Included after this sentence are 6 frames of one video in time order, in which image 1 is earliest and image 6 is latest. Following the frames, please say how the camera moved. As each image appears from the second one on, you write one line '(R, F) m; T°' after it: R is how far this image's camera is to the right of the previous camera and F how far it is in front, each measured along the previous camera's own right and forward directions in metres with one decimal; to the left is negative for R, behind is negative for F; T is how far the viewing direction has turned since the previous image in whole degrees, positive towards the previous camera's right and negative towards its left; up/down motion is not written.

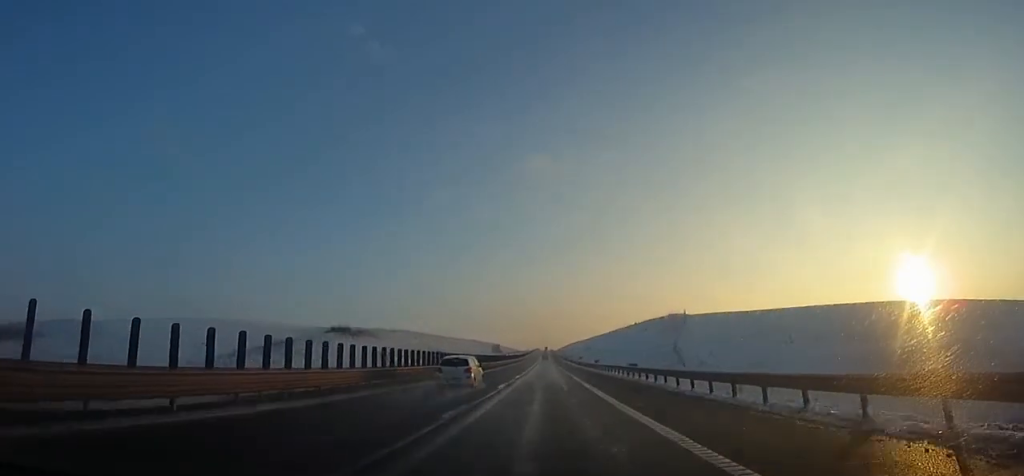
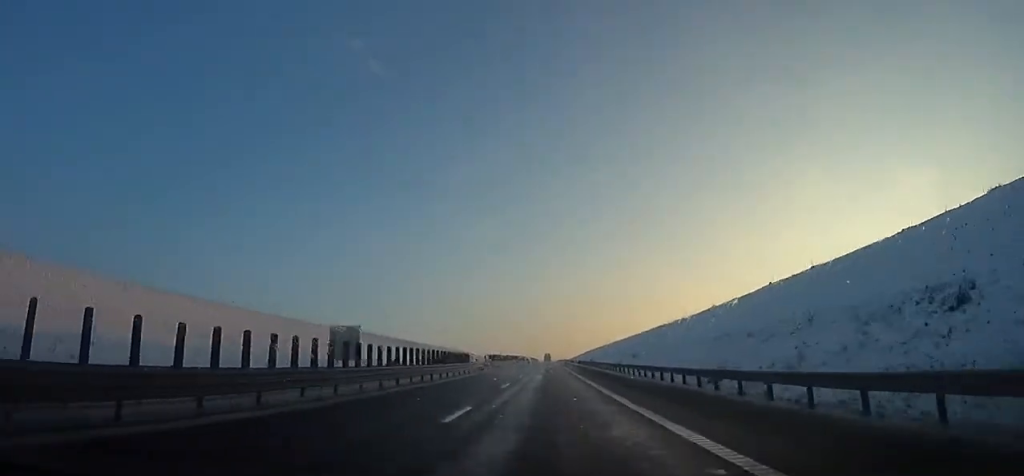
(-1.3, +182.0) m; -1°
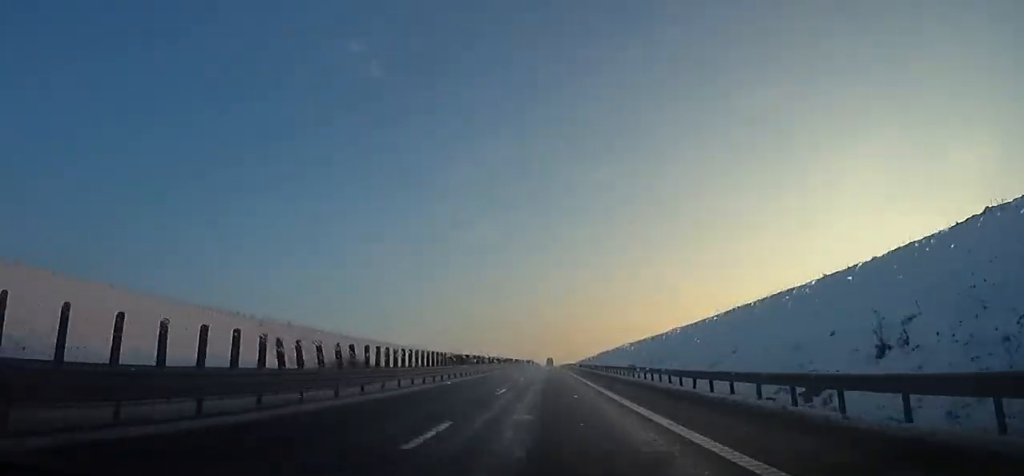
(+0.2, +63.3) m; +1°
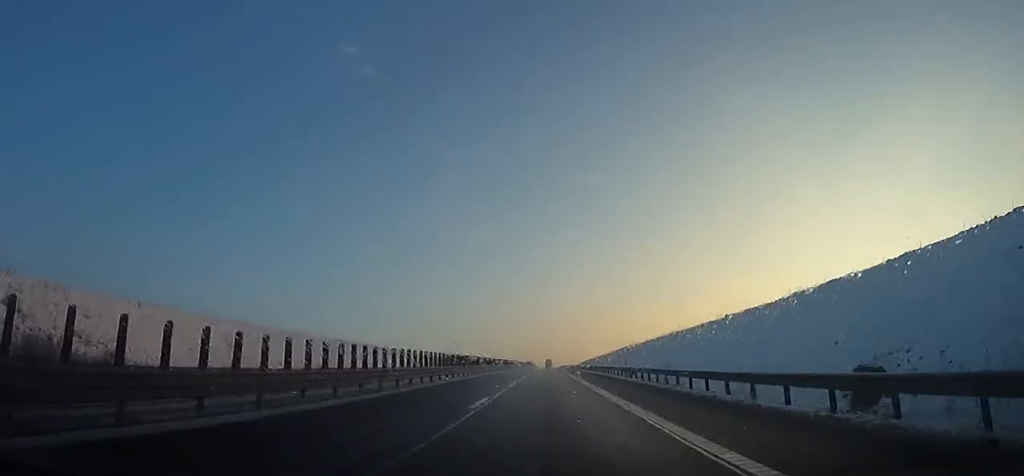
(+0.3, +54.0) m; 0°
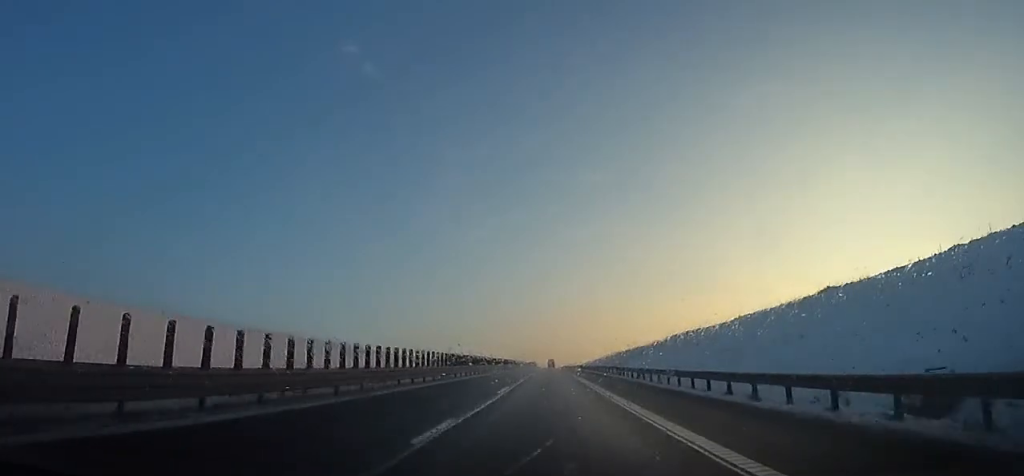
(0.0, +54.0) m; 0°
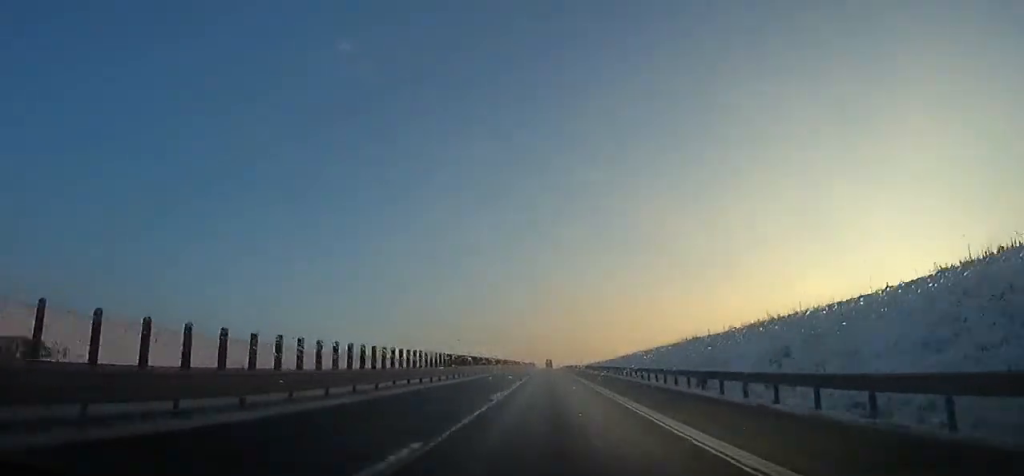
(0.0, +74.9) m; 0°
